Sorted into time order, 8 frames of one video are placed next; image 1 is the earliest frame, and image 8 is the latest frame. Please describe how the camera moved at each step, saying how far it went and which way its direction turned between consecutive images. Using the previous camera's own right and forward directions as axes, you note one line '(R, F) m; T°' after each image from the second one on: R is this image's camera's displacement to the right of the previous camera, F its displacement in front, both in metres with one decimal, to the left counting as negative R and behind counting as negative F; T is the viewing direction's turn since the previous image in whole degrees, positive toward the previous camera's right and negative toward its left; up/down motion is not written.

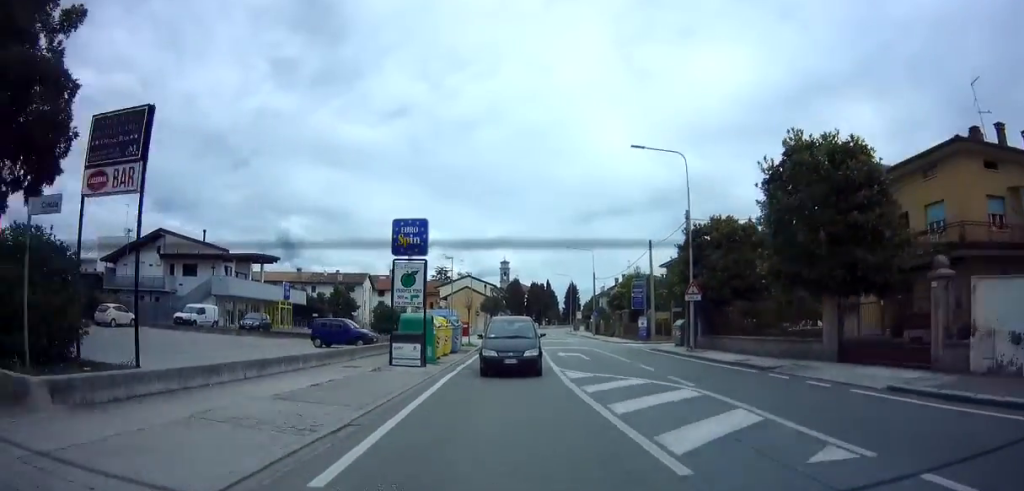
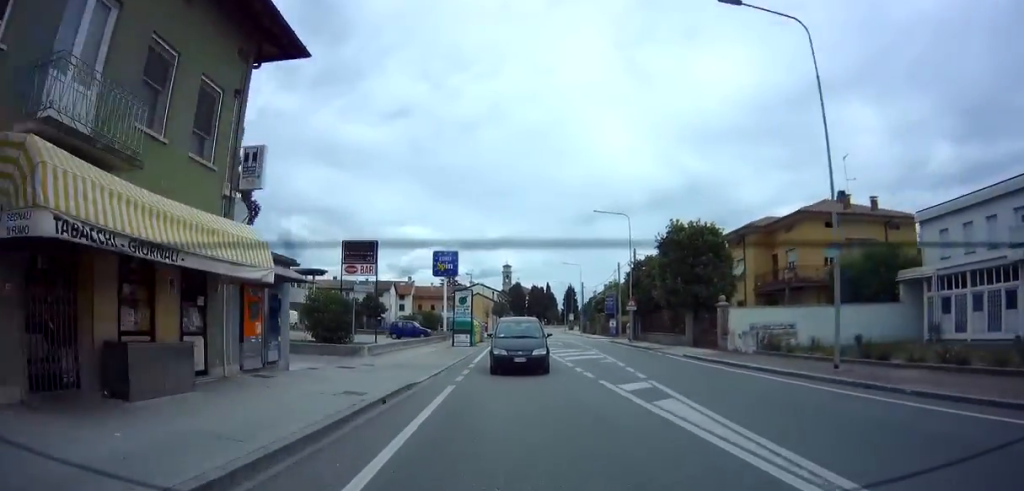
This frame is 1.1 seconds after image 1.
(0.0, +16.4) m; 0°
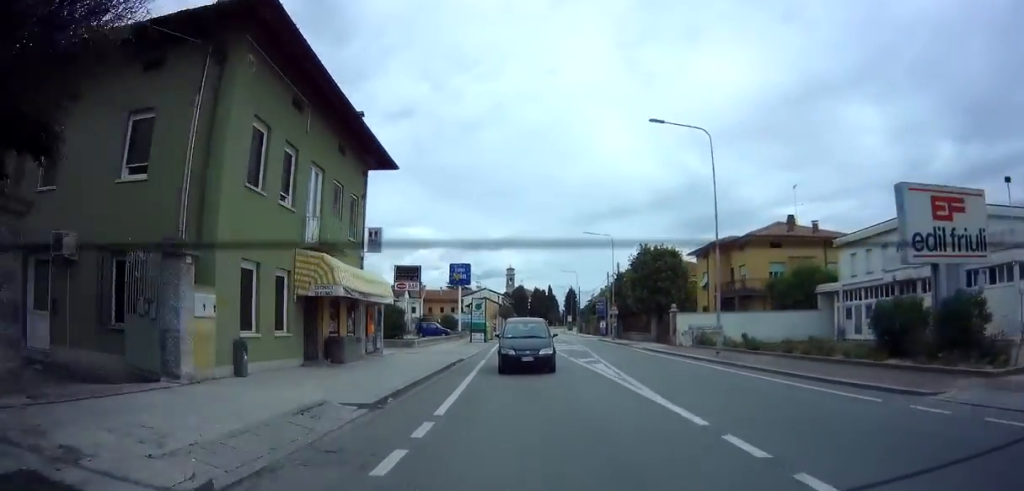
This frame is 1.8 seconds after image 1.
(0.0, +9.7) m; 0°
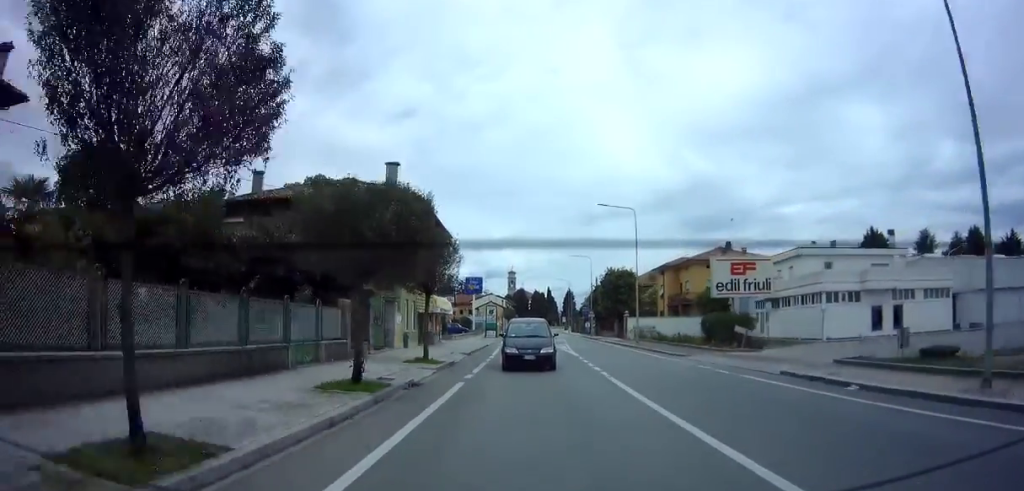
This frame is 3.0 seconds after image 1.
(+0.1, +17.0) m; 0°
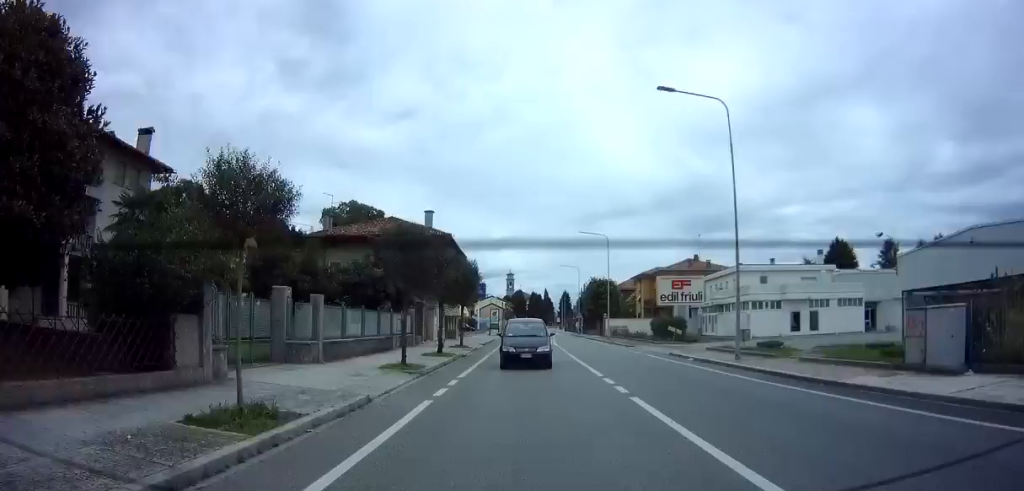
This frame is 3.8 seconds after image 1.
(0.0, +12.3) m; 0°
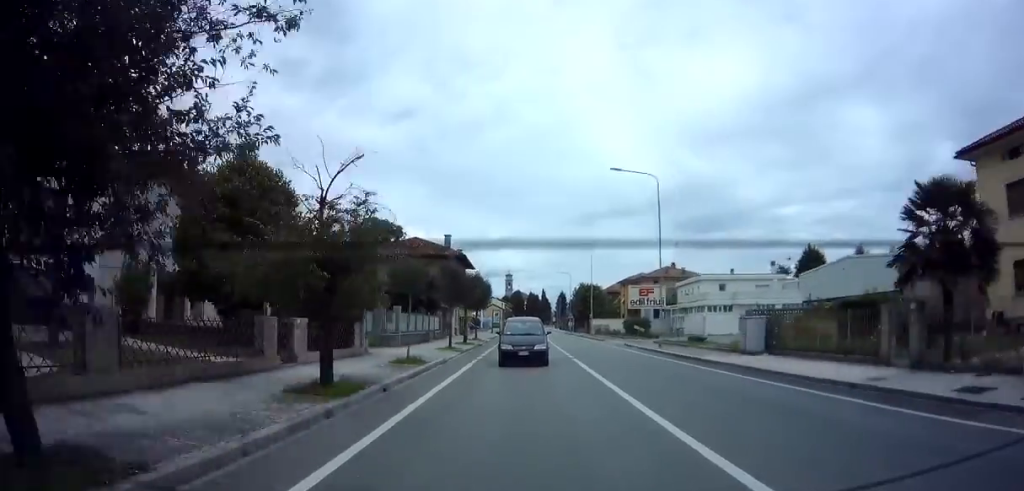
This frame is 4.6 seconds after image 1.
(0.0, +11.8) m; 0°
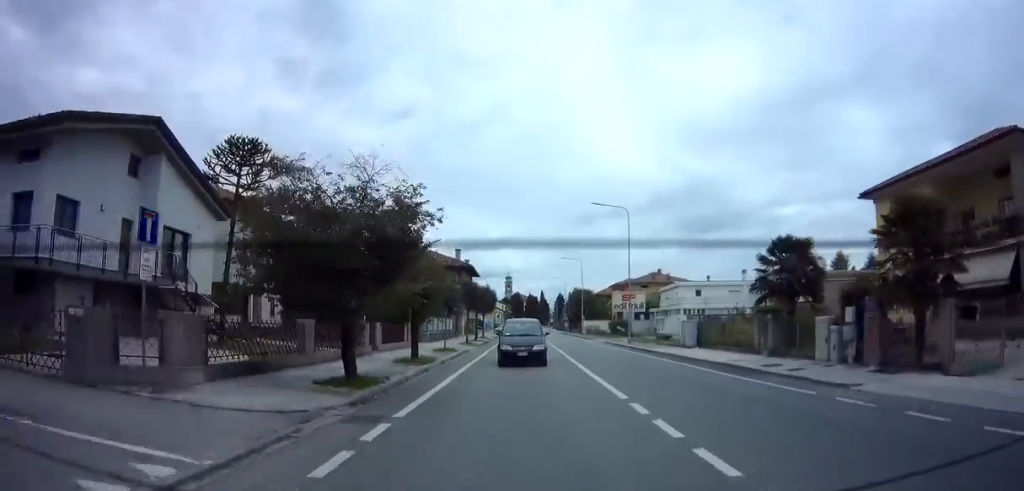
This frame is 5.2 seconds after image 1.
(0.0, +9.0) m; -1°
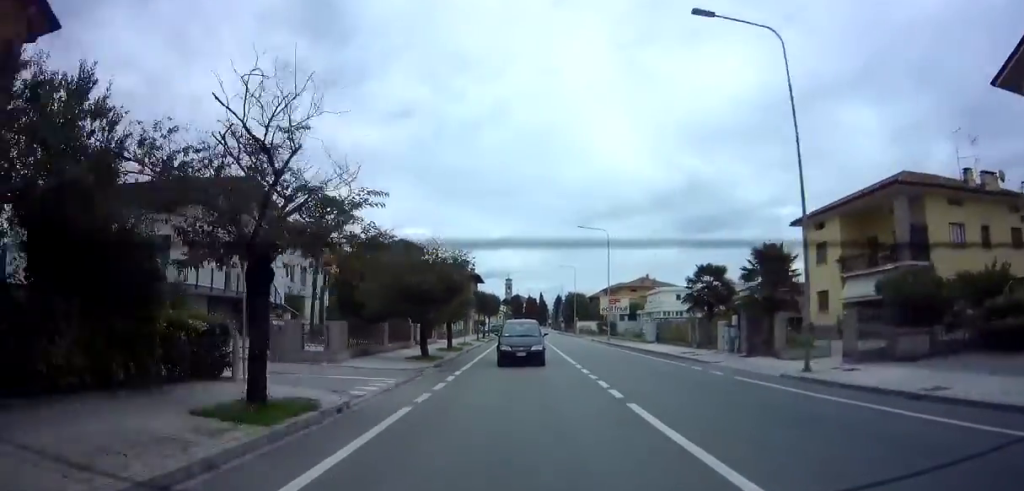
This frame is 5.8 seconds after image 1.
(0.0, +9.5) m; -1°
